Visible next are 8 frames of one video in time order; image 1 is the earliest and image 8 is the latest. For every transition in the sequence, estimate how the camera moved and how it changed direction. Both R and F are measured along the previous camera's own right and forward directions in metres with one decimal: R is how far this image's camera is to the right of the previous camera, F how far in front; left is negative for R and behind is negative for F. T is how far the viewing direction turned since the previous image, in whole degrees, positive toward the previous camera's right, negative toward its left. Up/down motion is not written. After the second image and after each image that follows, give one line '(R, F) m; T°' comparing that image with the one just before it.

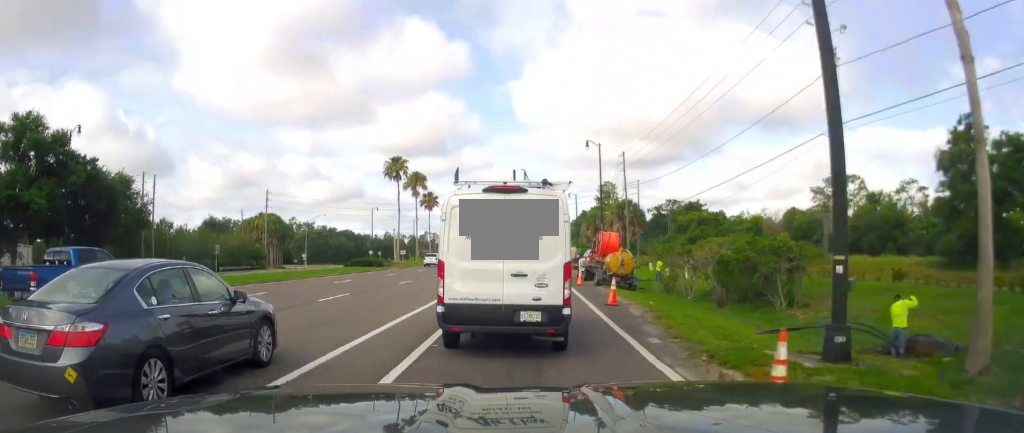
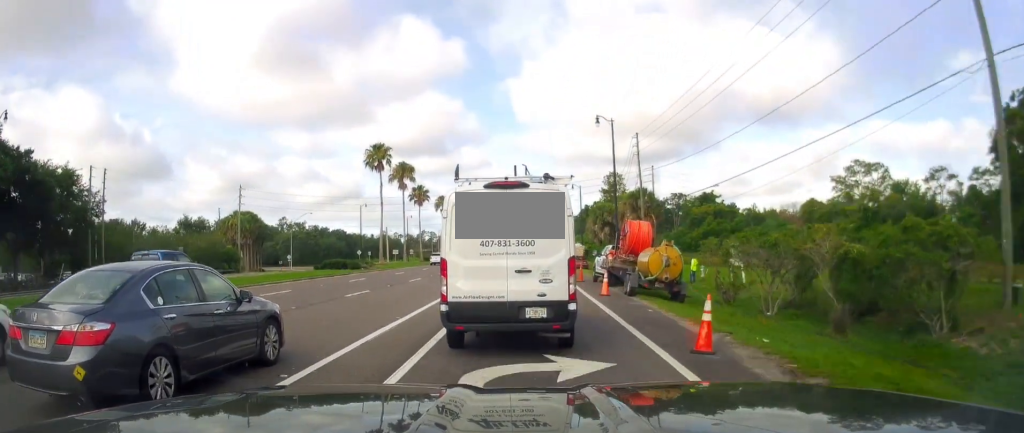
(+0.1, +9.8) m; +1°
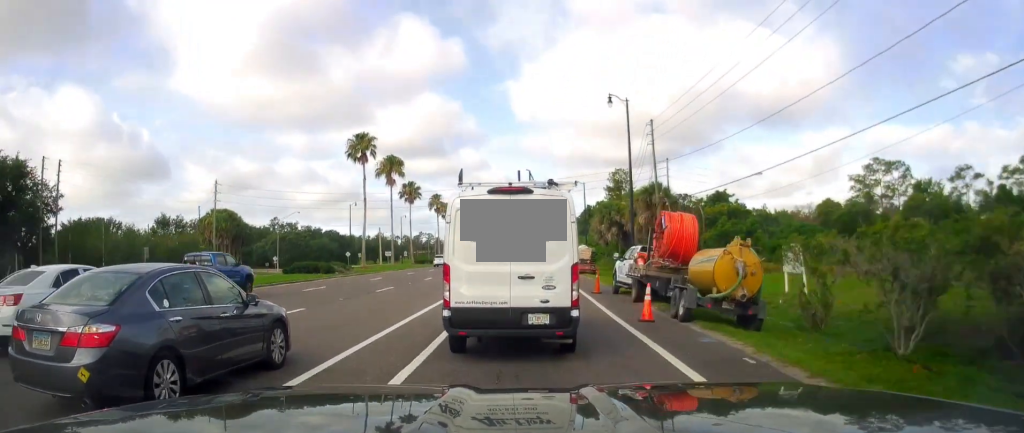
(+0.2, +8.0) m; -1°
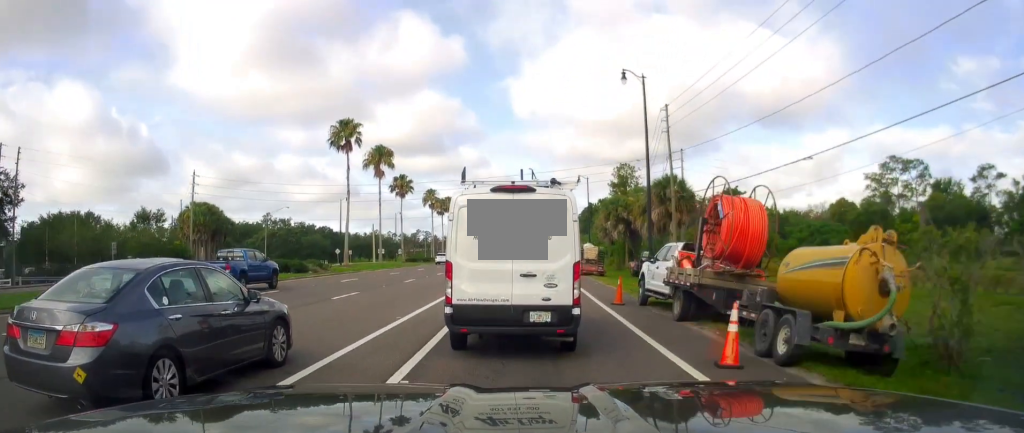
(+0.1, +6.9) m; -1°
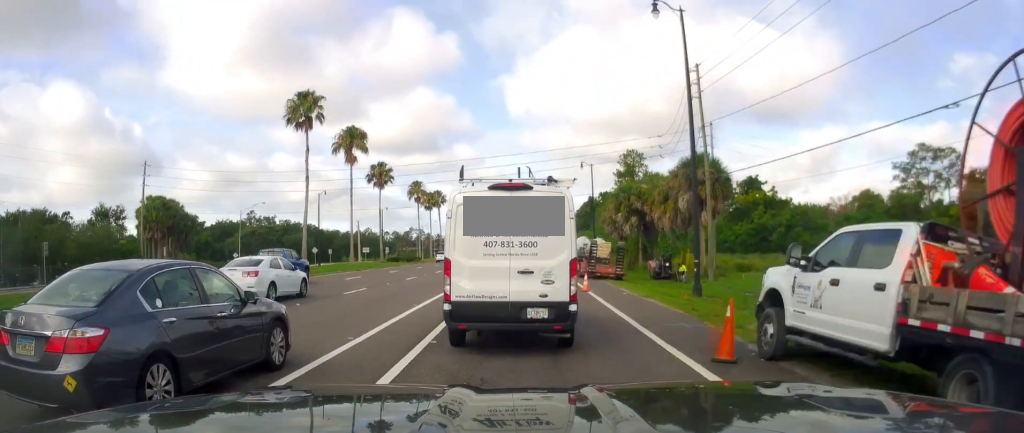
(-0.5, +10.9) m; -1°
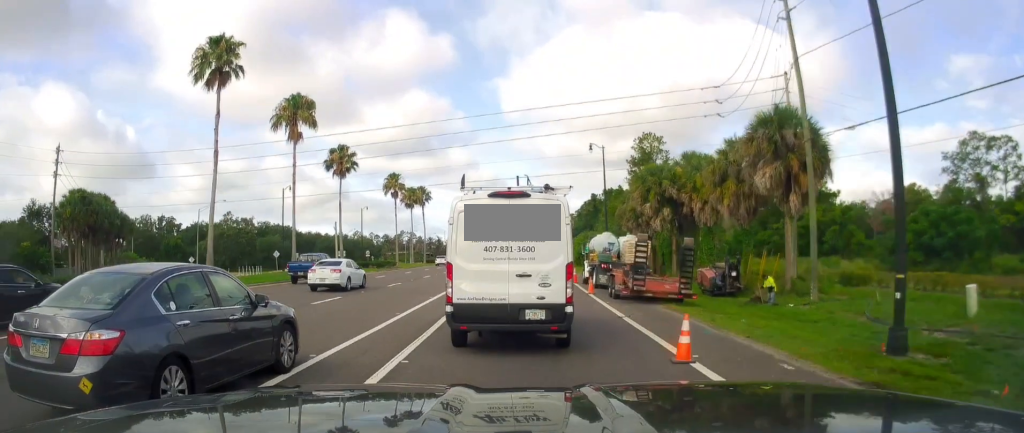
(+0.1, +15.1) m; -1°
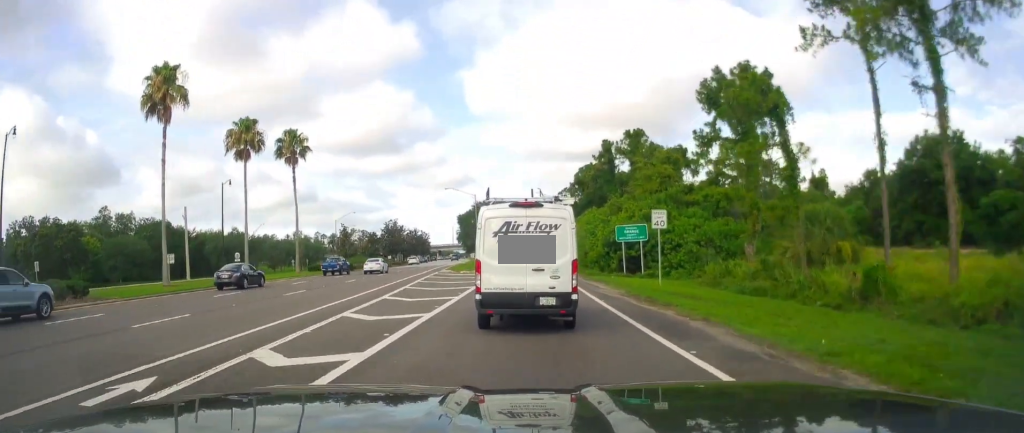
(+1.3, +52.4) m; +2°
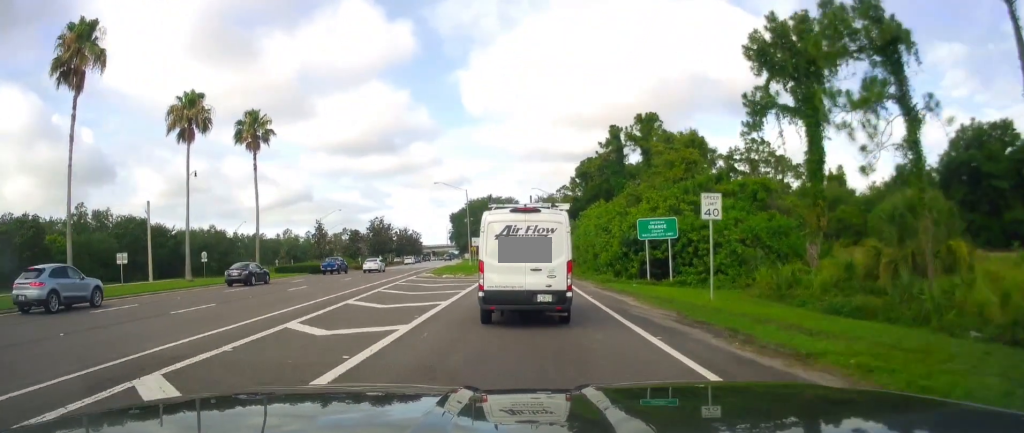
(-0.1, +8.8) m; +1°
